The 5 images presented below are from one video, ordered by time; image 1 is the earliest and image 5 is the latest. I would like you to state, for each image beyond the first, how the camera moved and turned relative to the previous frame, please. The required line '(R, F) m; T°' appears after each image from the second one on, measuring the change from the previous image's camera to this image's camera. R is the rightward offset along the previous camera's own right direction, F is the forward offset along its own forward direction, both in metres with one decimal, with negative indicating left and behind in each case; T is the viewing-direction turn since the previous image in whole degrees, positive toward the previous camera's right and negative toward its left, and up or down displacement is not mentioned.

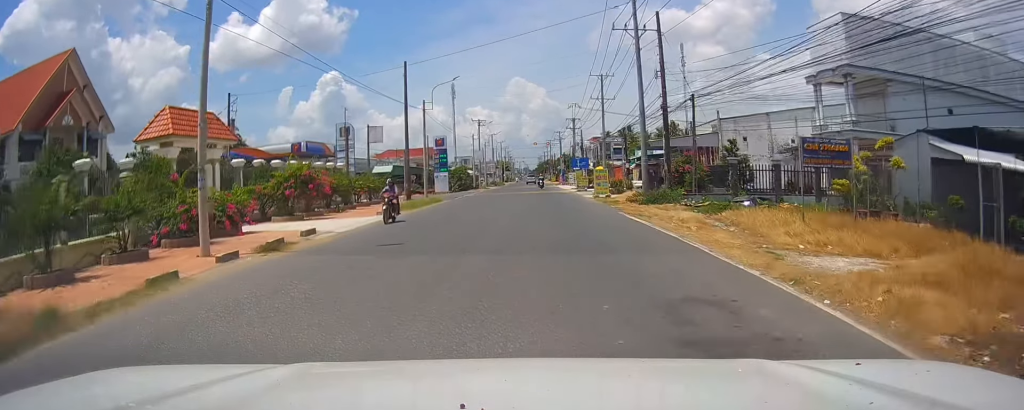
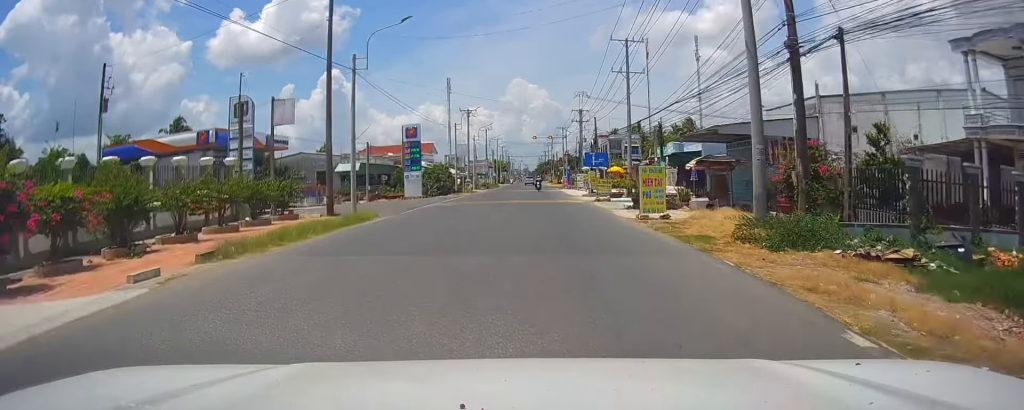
(+0.1, +17.5) m; +3°
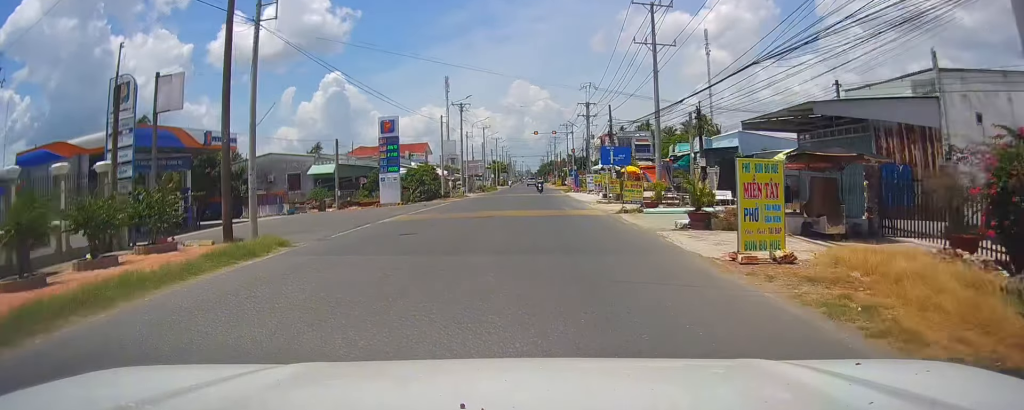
(+0.3, +10.2) m; +2°
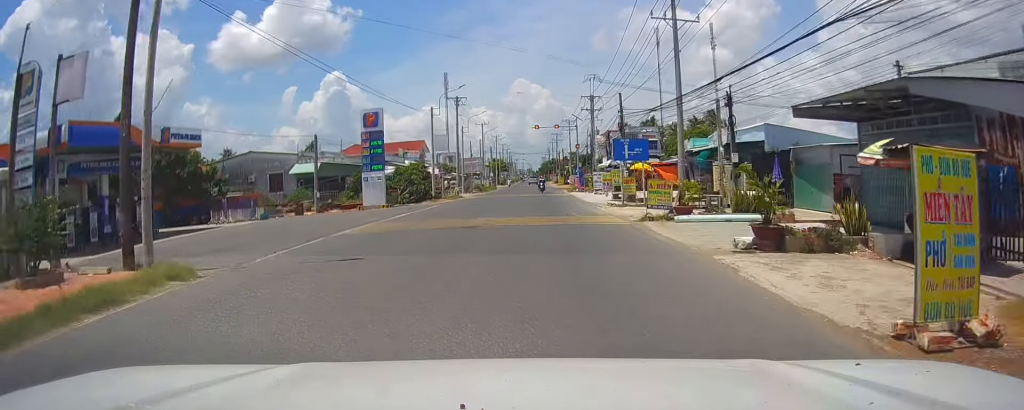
(+0.1, +5.4) m; -1°
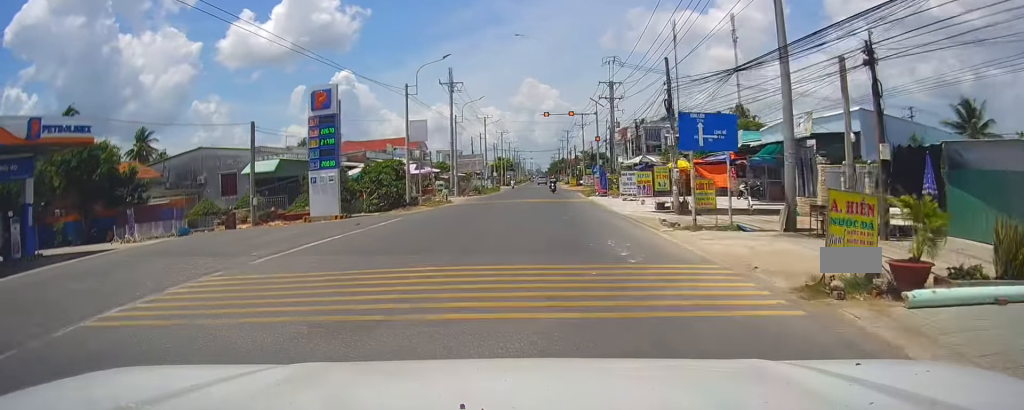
(-0.2, +12.6) m; -2°
